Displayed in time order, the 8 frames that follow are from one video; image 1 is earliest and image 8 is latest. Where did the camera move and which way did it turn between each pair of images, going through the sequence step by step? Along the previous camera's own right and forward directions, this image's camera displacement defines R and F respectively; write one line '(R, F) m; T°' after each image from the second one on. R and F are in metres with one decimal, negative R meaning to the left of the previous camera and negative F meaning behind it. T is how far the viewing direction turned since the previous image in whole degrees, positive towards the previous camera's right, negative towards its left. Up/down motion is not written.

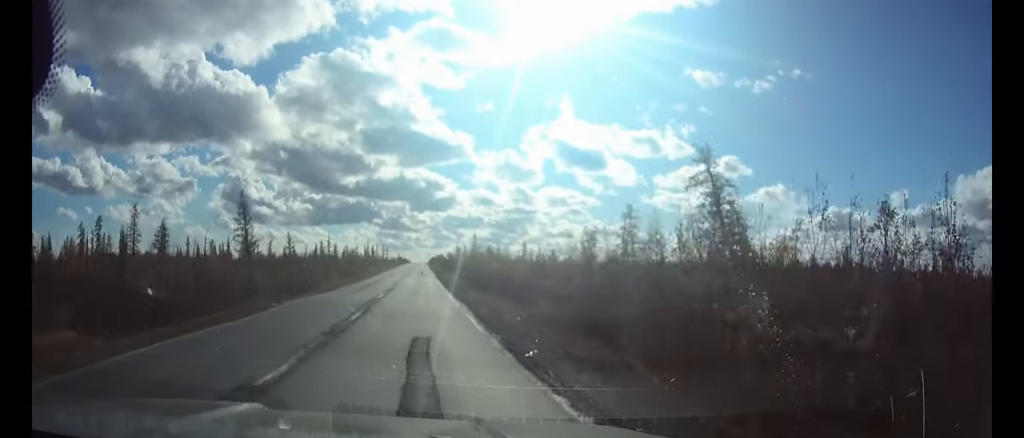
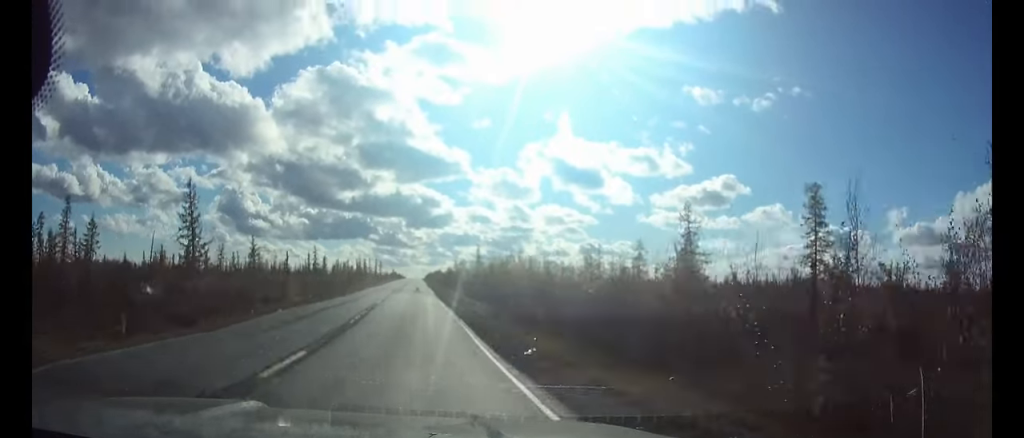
(0.0, +20.1) m; 0°
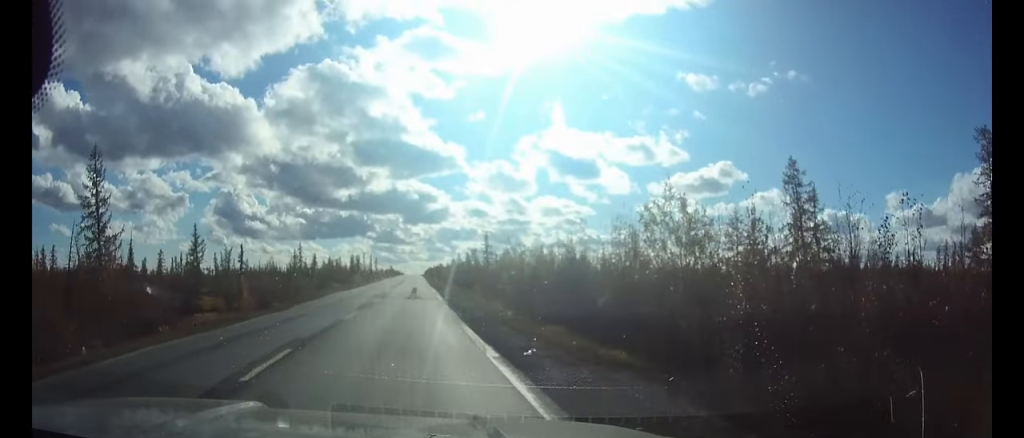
(0.0, +21.0) m; 0°
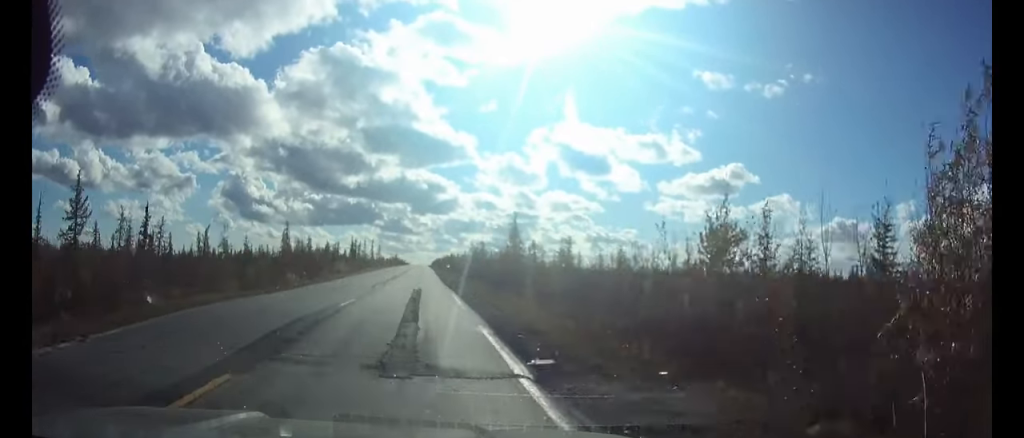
(-0.1, +25.3) m; 0°
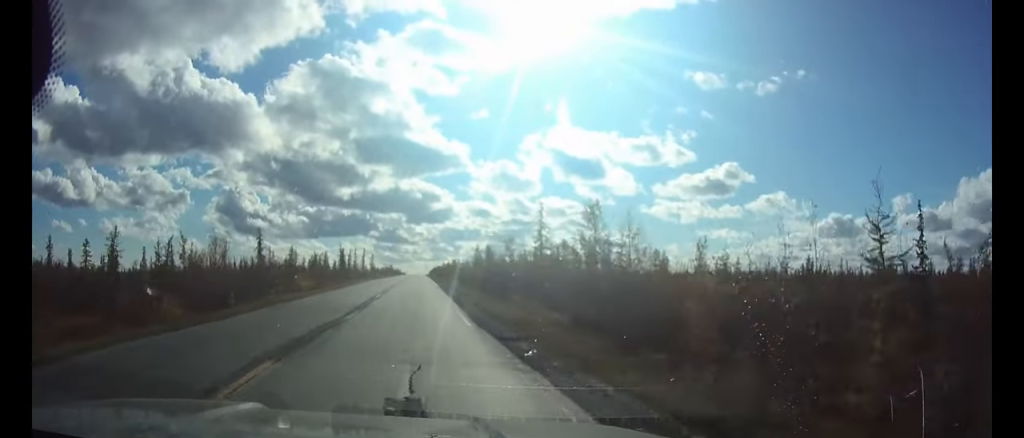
(0.0, +23.9) m; 0°
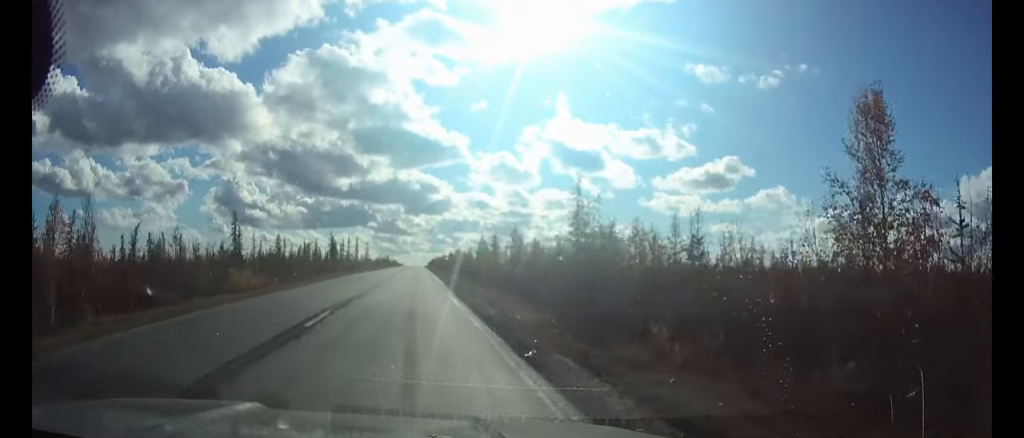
(0.0, +18.1) m; 0°
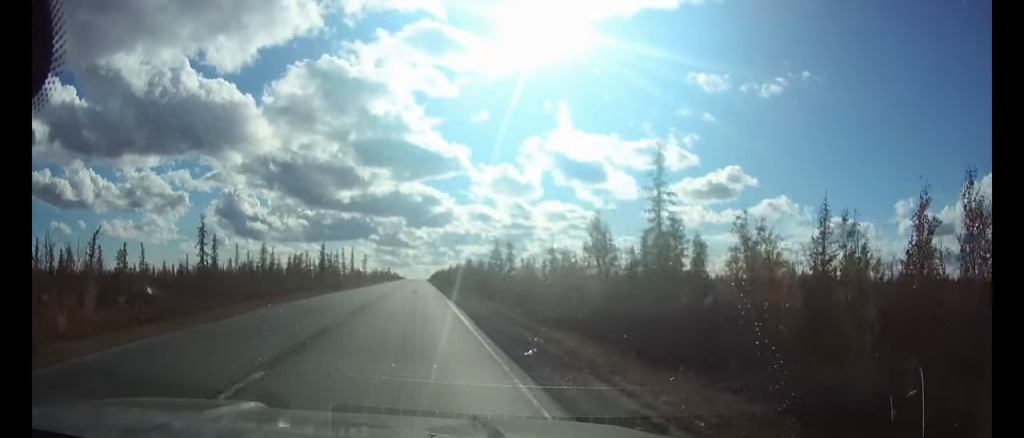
(0.0, +19.4) m; 0°
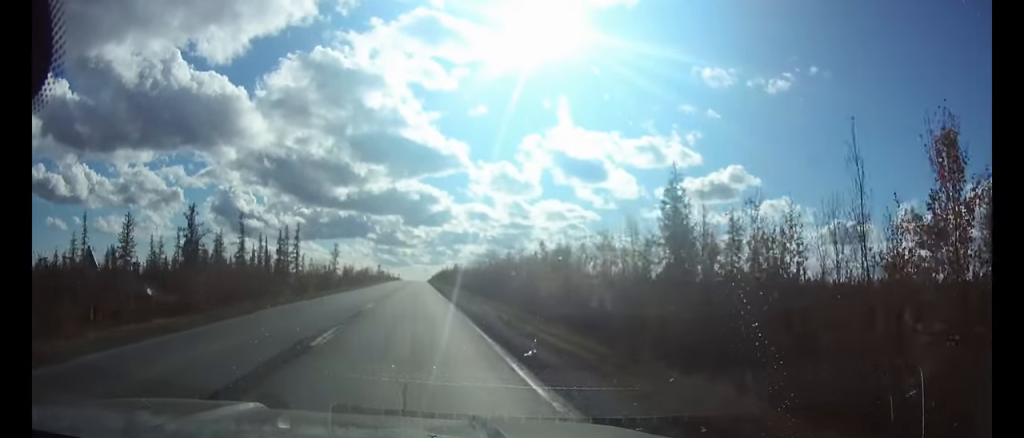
(0.0, +79.3) m; 0°
